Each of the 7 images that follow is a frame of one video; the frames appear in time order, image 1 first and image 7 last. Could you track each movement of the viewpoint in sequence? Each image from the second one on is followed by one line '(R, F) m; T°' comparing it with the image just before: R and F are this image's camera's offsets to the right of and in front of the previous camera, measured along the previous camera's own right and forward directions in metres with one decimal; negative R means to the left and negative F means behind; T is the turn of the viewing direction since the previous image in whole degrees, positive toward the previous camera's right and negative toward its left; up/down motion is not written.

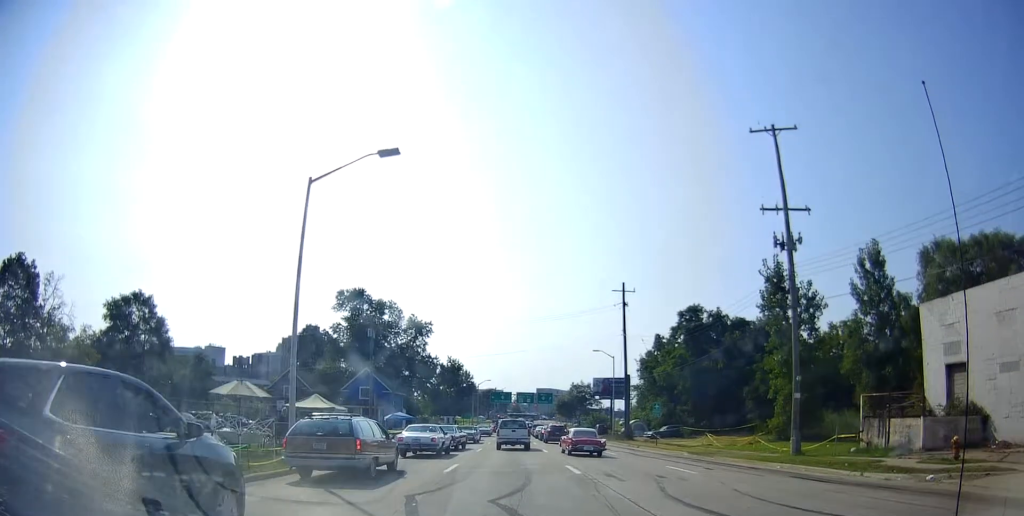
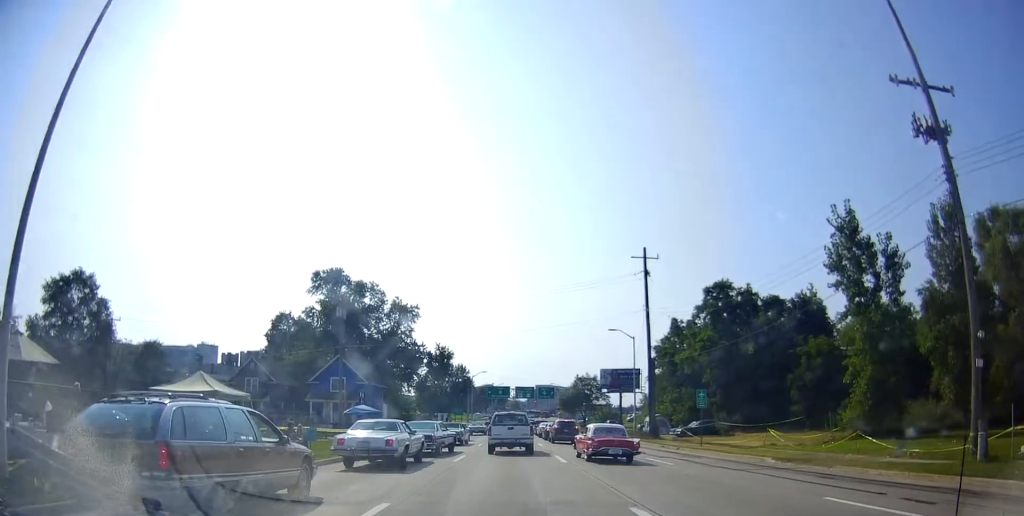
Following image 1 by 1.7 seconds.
(+0.1, +13.2) m; -1°
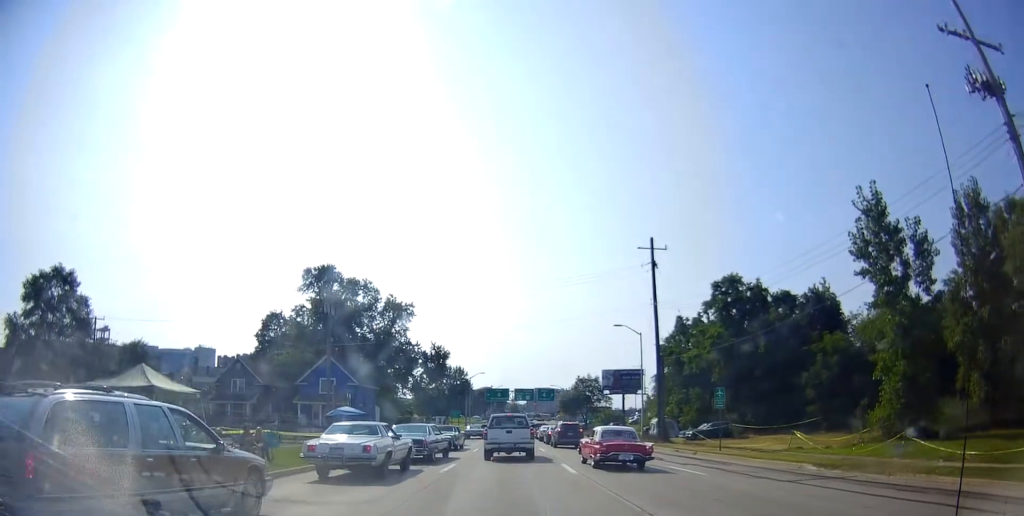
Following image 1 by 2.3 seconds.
(-0.1, +3.9) m; 0°
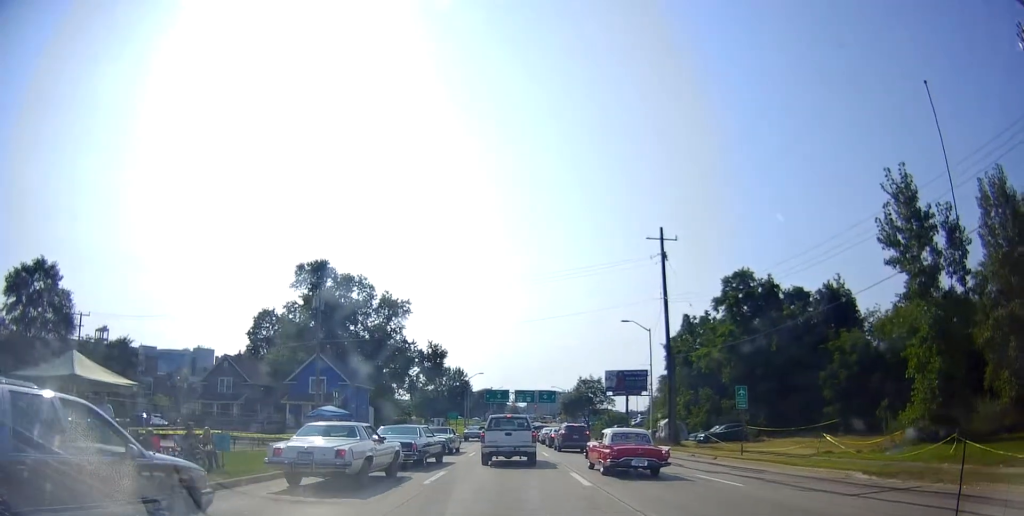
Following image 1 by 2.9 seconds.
(-0.2, +3.8) m; 0°
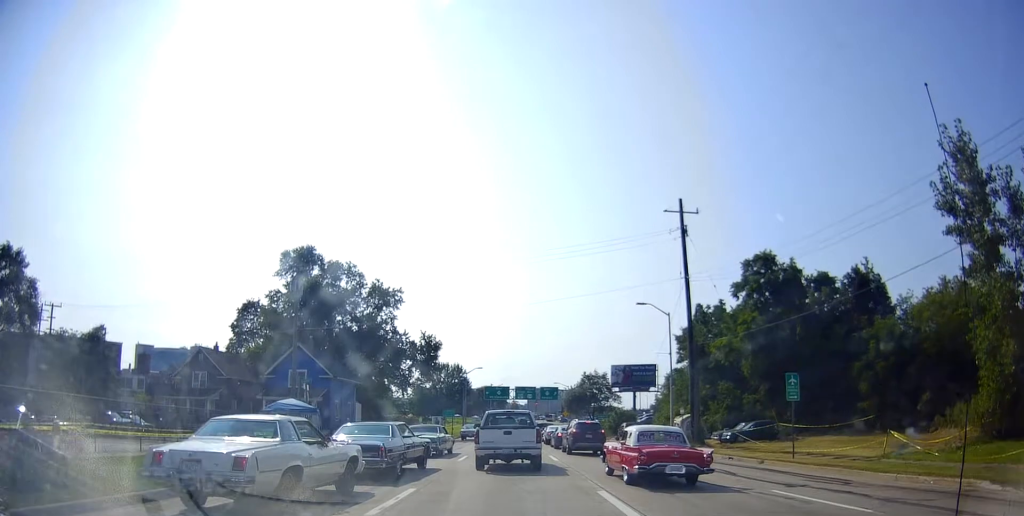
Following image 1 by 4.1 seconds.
(+0.3, +6.3) m; 0°
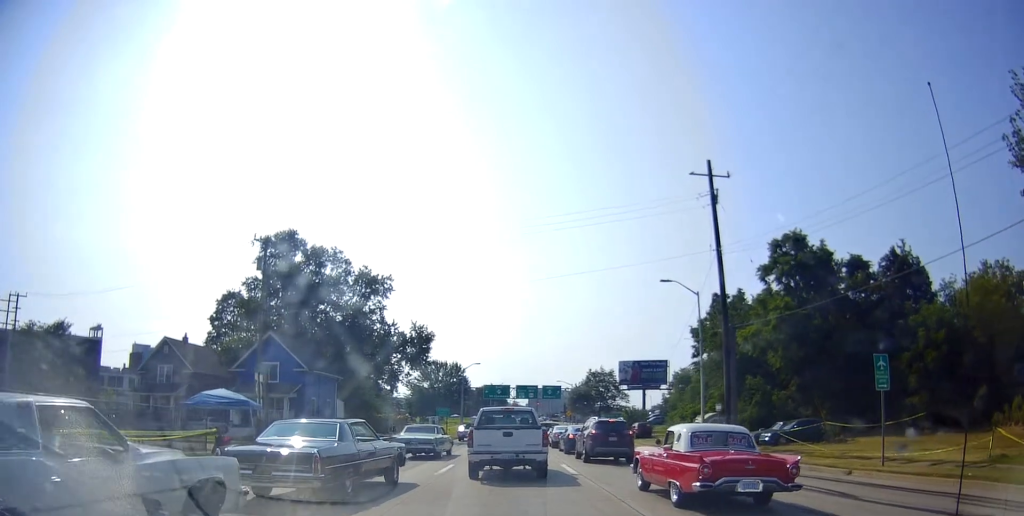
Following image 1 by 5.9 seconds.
(-0.4, +7.8) m; -3°
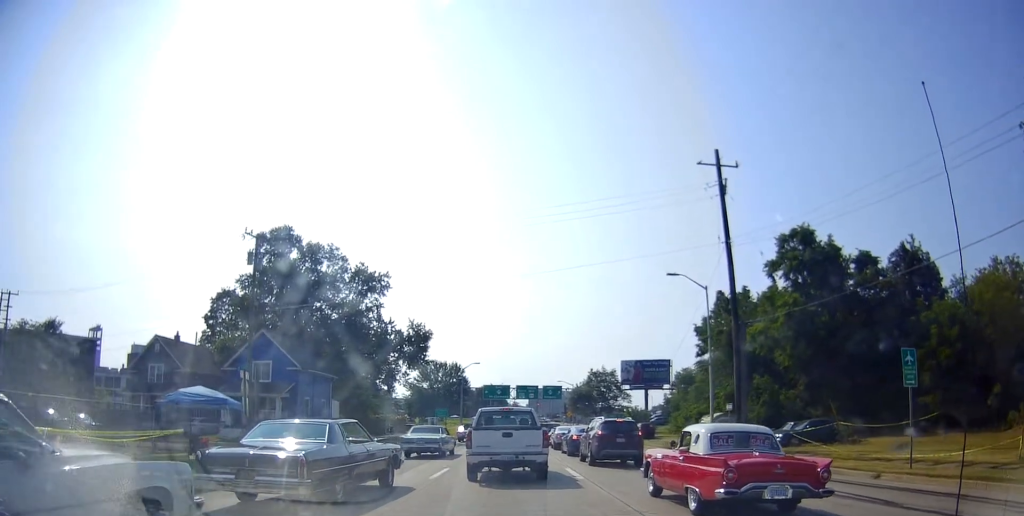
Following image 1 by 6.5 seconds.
(0.0, +1.9) m; 0°
